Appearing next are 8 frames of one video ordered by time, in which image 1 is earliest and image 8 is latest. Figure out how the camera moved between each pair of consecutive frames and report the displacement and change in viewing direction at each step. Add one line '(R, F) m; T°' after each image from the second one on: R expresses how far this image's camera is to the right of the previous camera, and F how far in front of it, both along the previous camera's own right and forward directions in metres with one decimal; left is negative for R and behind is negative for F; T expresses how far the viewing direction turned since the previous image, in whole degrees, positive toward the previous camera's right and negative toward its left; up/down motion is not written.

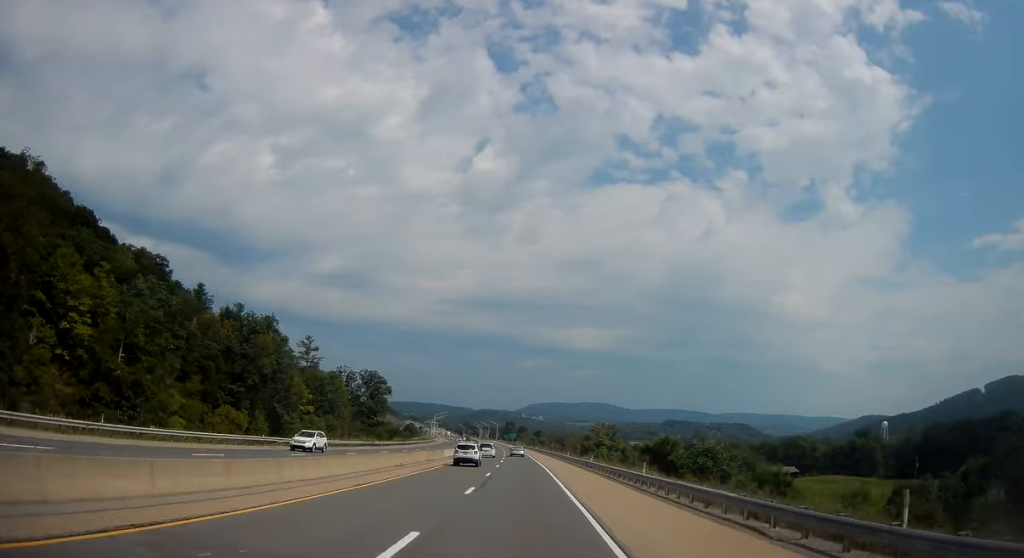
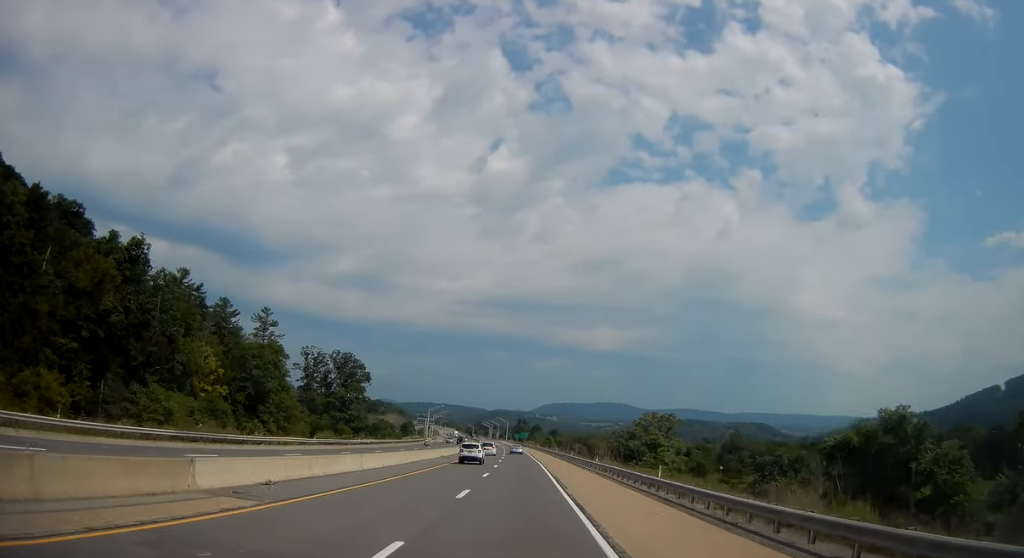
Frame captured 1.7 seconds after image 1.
(-0.9, +50.5) m; -2°
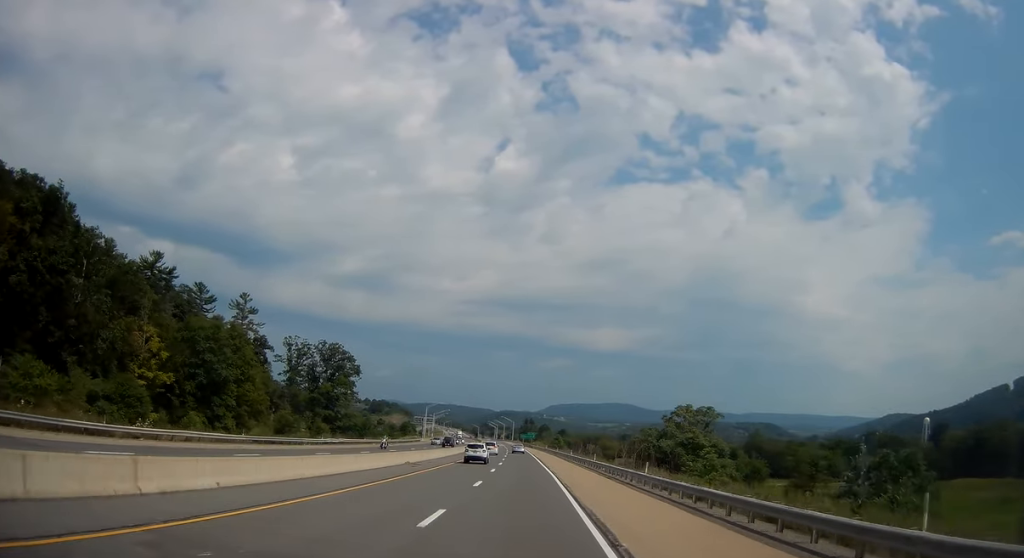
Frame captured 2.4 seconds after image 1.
(0.0, +19.3) m; -1°
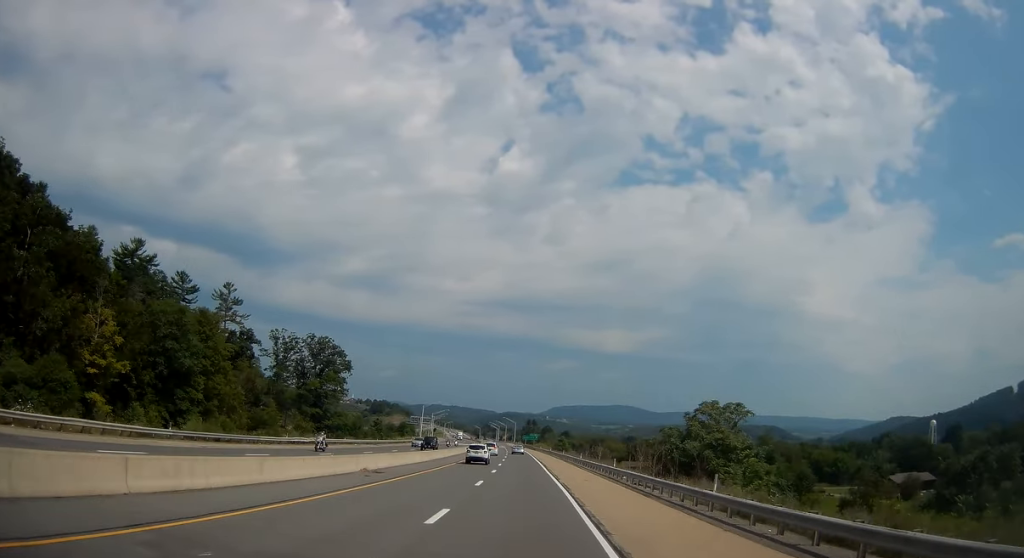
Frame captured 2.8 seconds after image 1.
(-0.1, +11.5) m; -1°
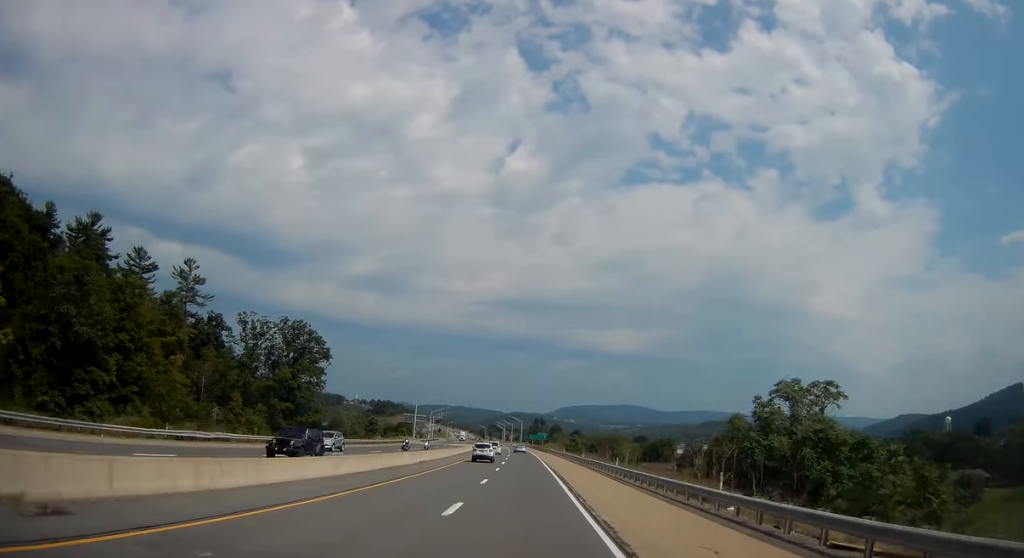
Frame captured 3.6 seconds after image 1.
(-0.2, +23.0) m; -1°
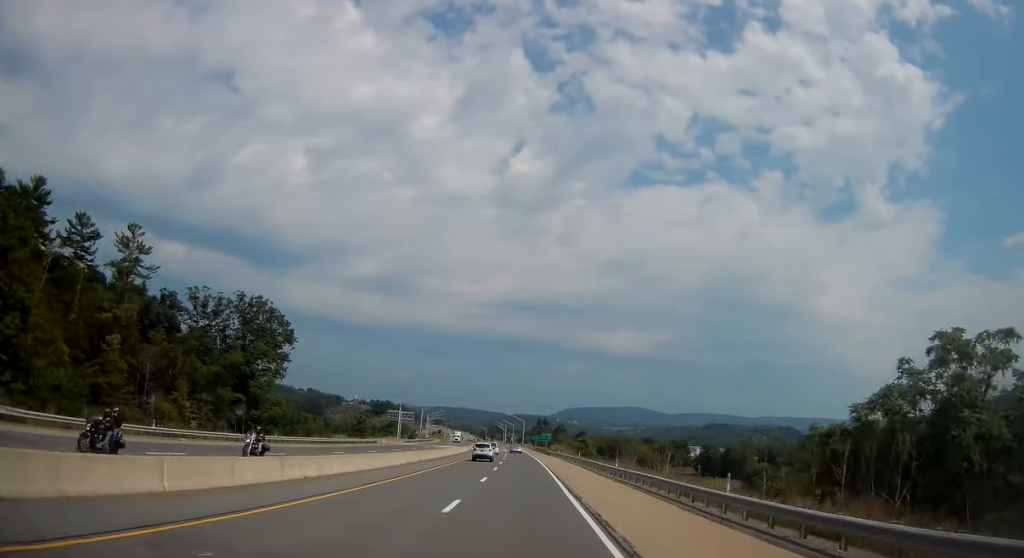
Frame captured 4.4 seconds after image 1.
(-0.2, +23.9) m; 0°
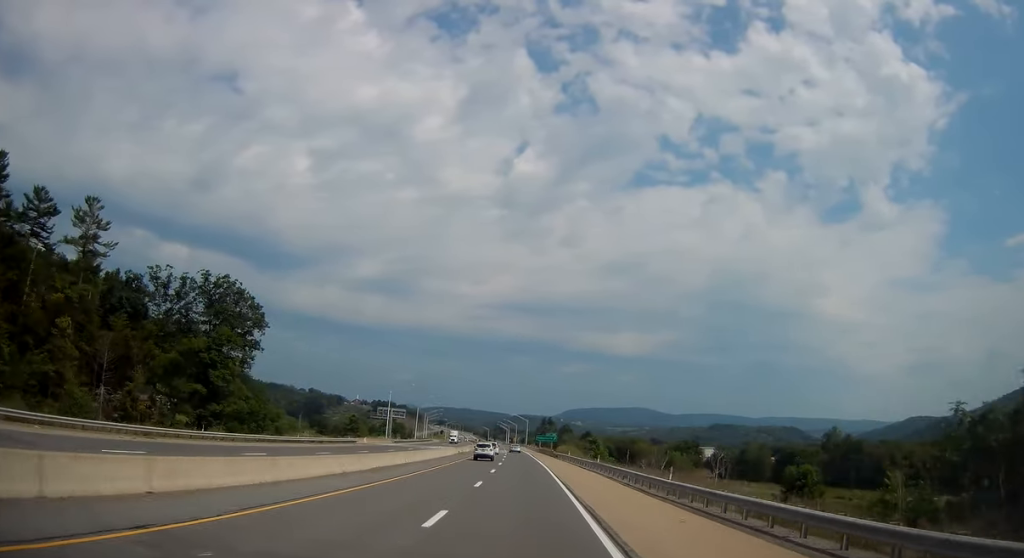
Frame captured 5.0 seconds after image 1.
(+0.2, +15.2) m; 0°
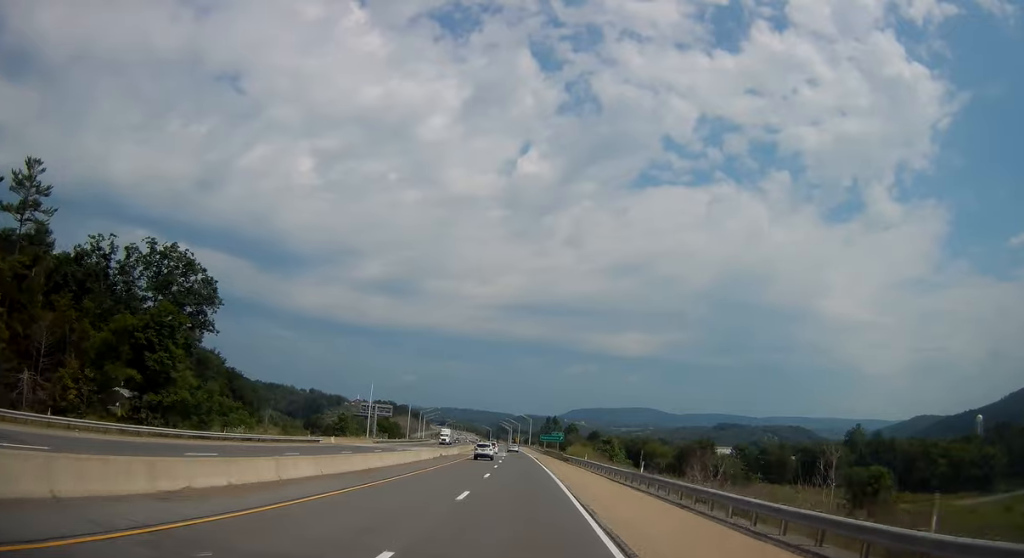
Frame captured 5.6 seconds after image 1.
(0.0, +18.1) m; 0°
